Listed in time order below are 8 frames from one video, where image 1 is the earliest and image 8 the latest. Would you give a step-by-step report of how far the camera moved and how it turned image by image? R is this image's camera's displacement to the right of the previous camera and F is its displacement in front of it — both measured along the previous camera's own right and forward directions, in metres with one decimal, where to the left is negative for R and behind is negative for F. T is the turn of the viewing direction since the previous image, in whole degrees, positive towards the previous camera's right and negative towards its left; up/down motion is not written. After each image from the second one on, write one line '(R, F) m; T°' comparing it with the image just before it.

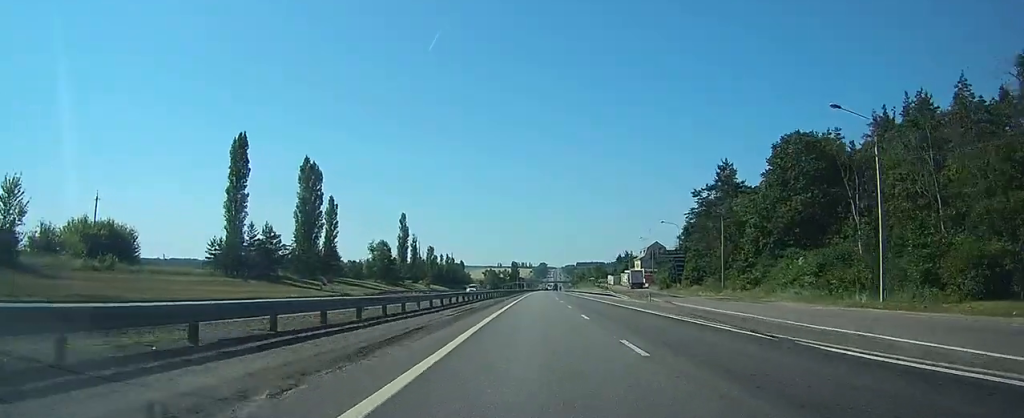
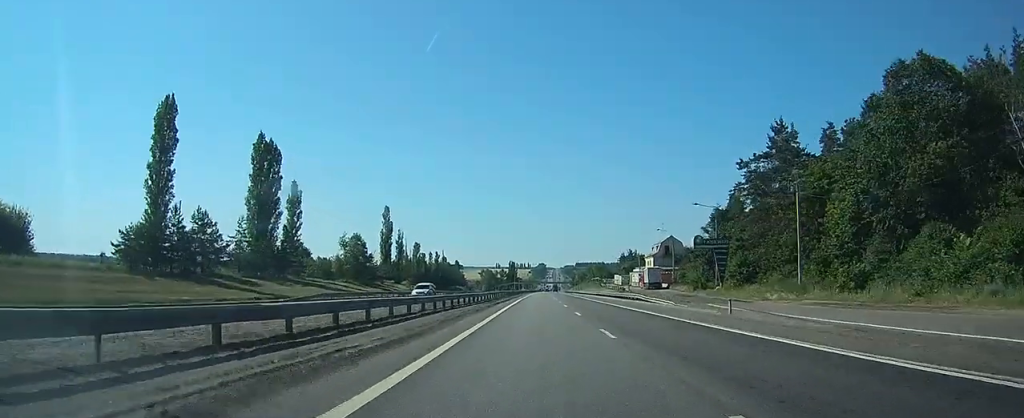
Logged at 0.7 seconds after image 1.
(0.0, +20.6) m; 0°
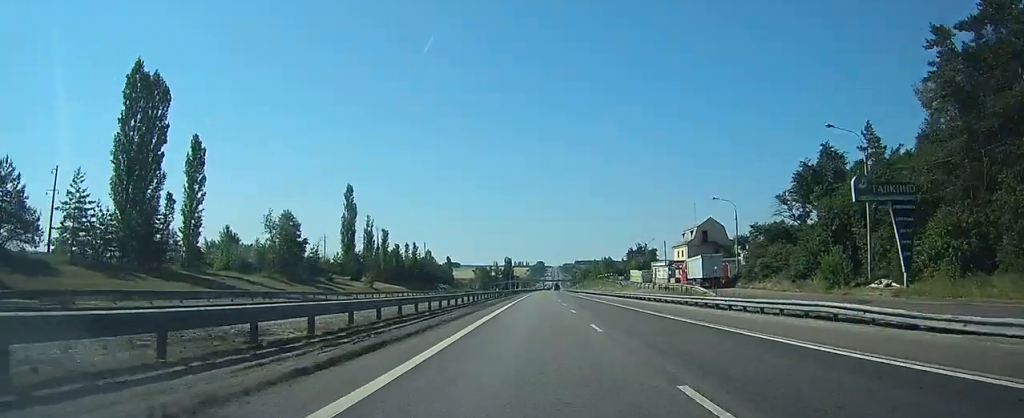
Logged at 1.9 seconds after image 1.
(0.0, +35.1) m; 0°
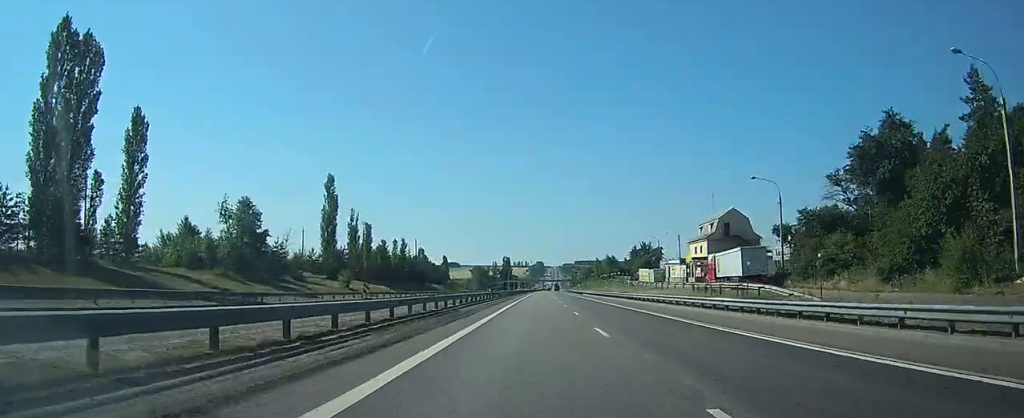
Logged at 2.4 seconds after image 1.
(0.0, +13.6) m; 0°
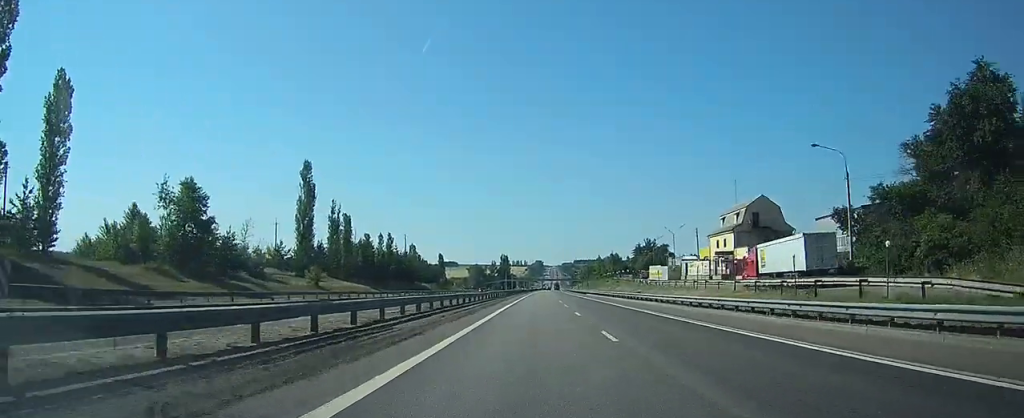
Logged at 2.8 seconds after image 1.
(0.0, +13.6) m; 0°
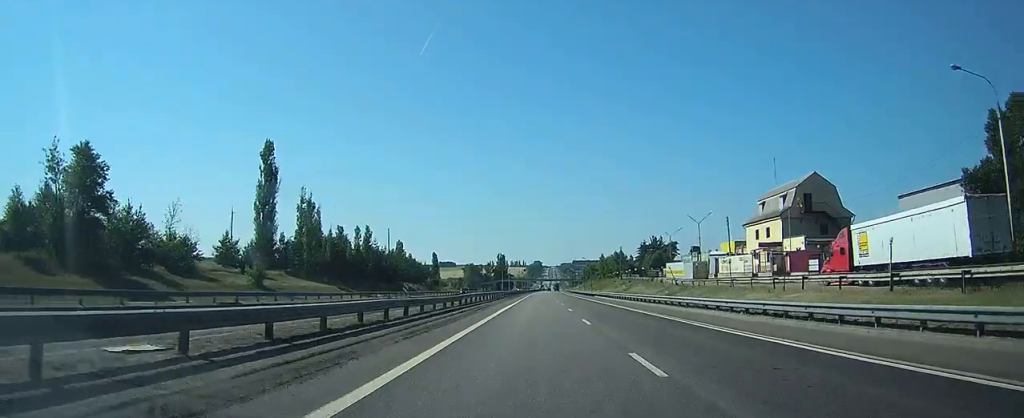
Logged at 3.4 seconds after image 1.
(0.0, +17.3) m; 0°
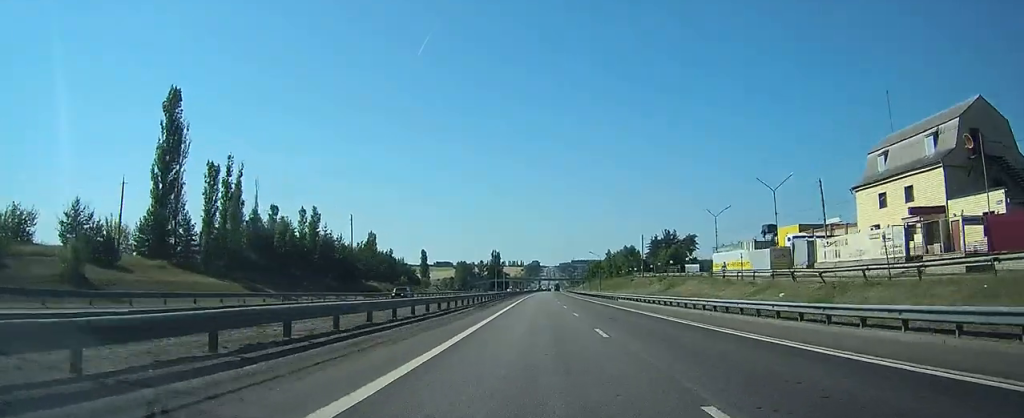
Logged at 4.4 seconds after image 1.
(+0.1, +28.5) m; 0°
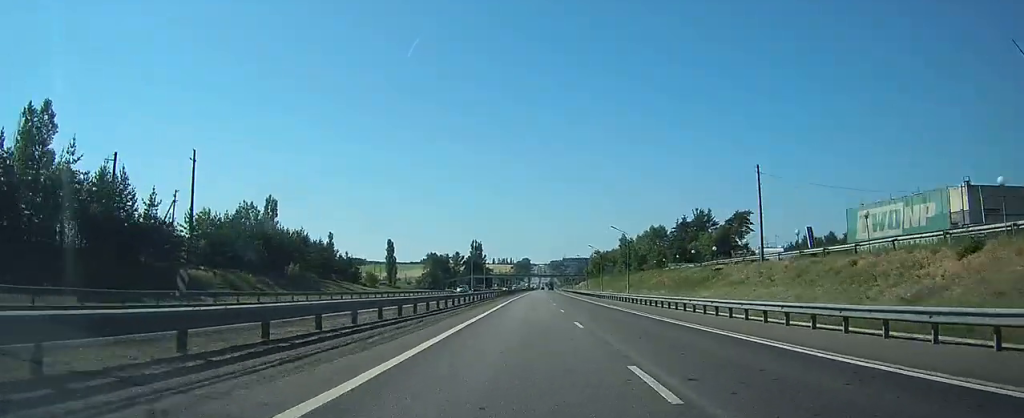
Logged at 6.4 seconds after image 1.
(+0.6, +52.3) m; +1°
